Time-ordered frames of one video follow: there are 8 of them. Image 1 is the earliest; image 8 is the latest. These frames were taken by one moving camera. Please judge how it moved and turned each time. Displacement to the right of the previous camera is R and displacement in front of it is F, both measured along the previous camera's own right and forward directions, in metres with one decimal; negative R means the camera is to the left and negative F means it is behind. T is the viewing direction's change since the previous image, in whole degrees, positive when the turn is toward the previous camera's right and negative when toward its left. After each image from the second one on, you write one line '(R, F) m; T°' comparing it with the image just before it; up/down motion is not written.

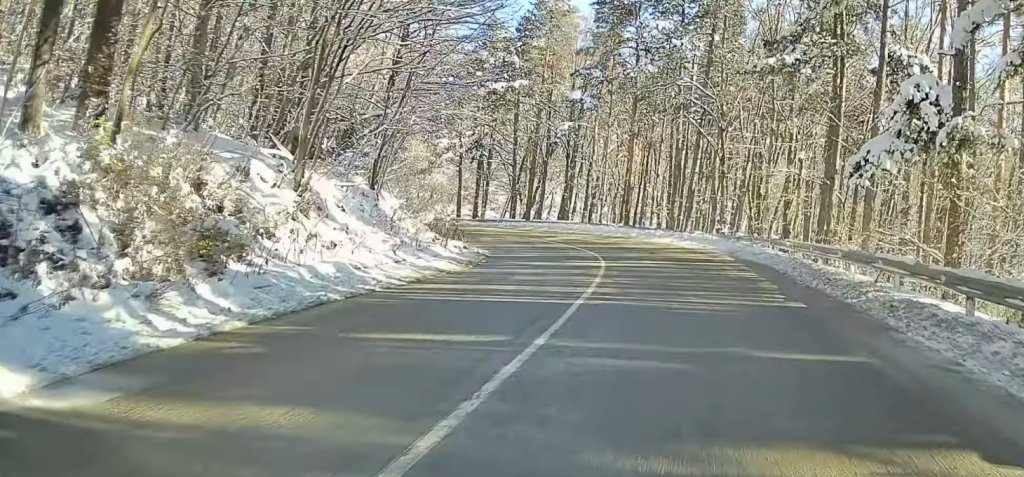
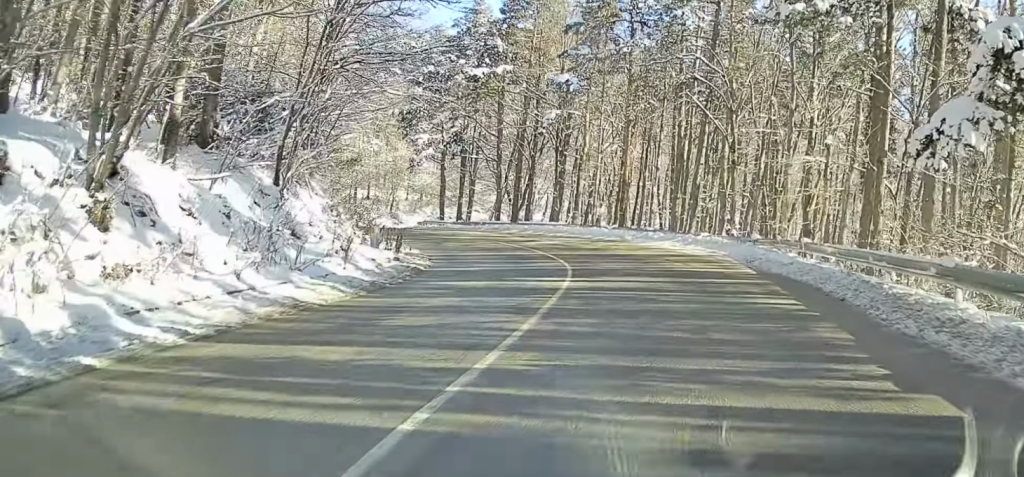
(+0.2, +7.6) m; +1°
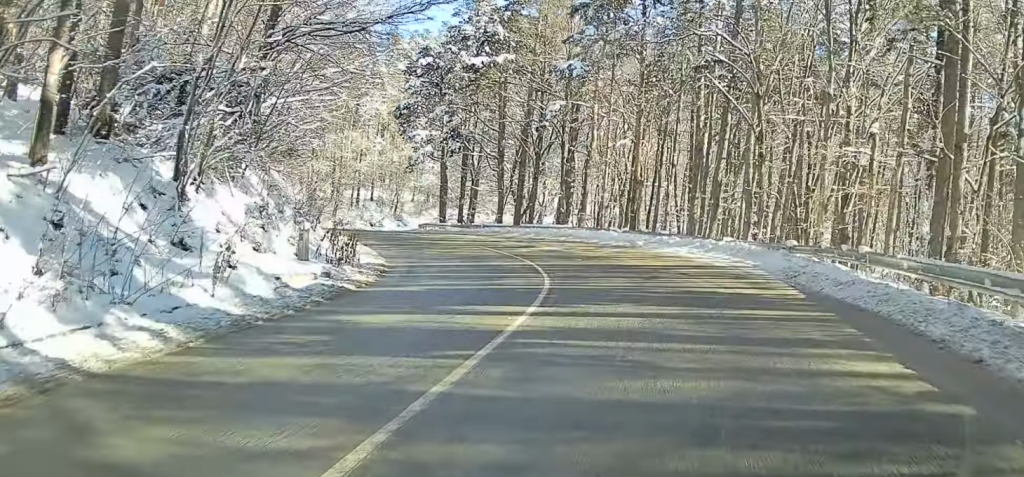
(-0.1, +5.7) m; -1°
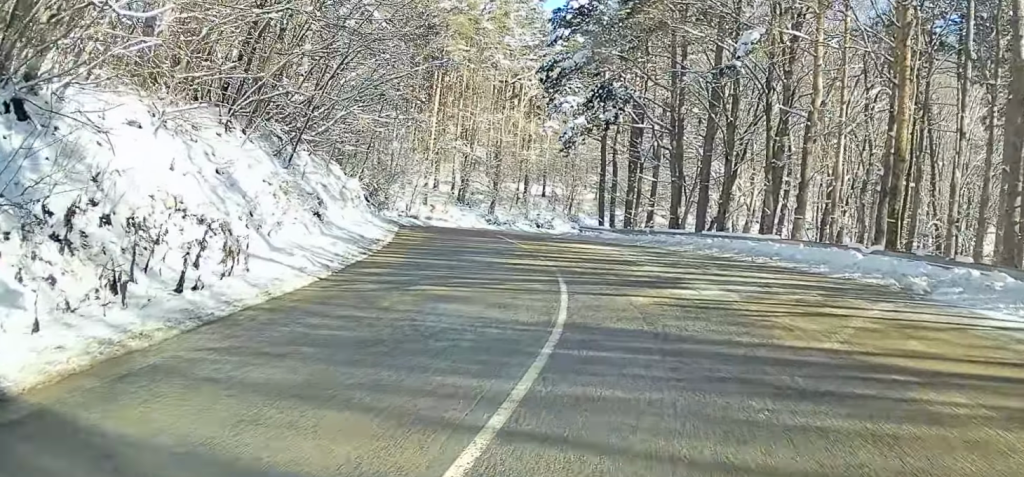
(-0.8, +20.7) m; -7°
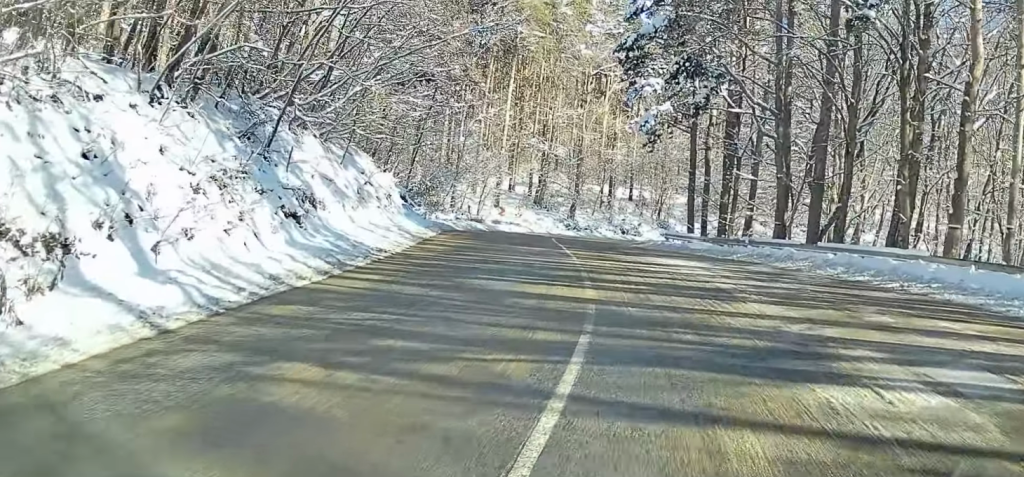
(-0.4, +8.0) m; -3°
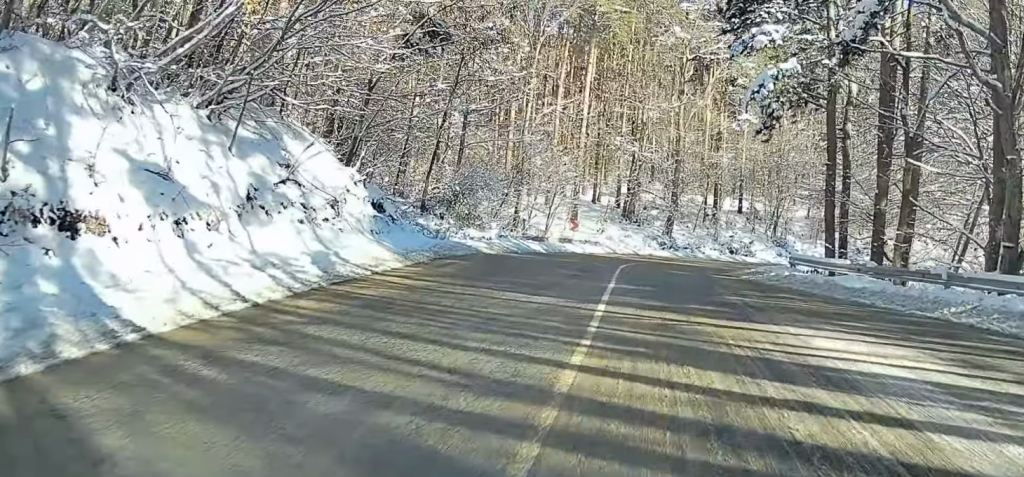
(-0.6, +14.0) m; -5°
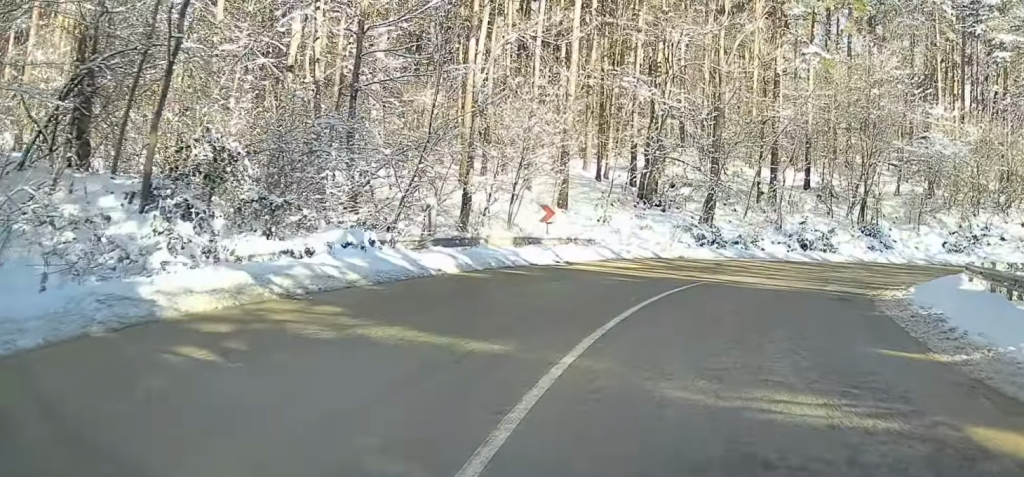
(-2.1, +20.7) m; -5°
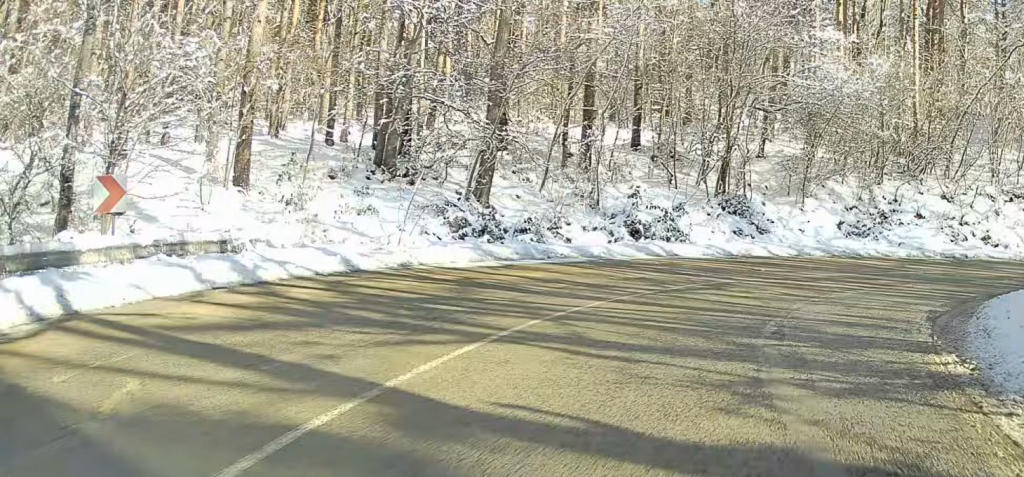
(+1.7, +15.9) m; +11°
